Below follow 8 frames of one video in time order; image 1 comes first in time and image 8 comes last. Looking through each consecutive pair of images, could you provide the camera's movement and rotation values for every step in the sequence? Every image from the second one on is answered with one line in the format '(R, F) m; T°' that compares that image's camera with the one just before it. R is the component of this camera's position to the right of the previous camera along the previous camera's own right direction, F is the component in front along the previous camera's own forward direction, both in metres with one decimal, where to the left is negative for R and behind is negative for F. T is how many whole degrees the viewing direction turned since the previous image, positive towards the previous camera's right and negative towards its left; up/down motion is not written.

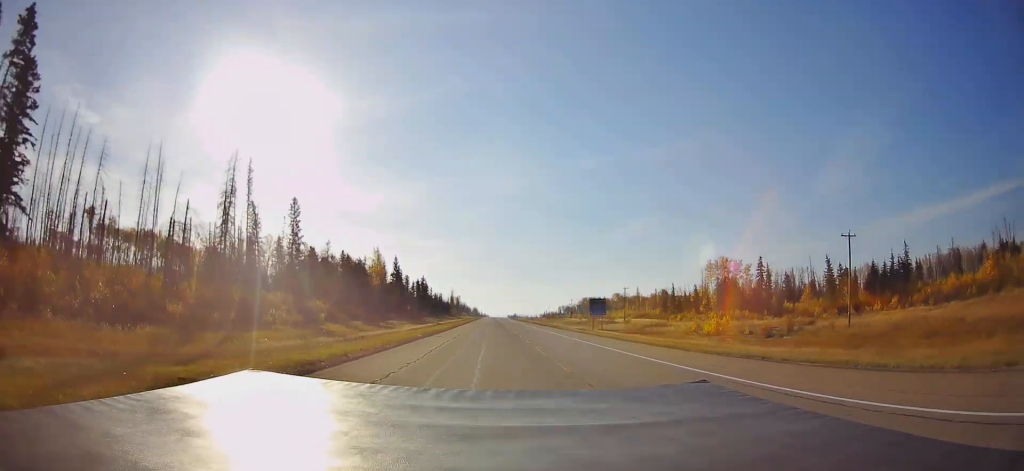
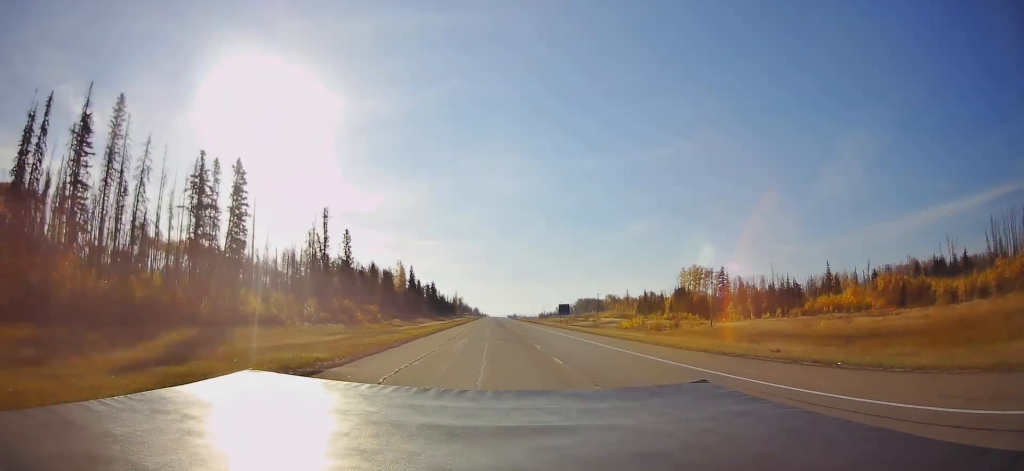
(-0.2, +40.0) m; 0°
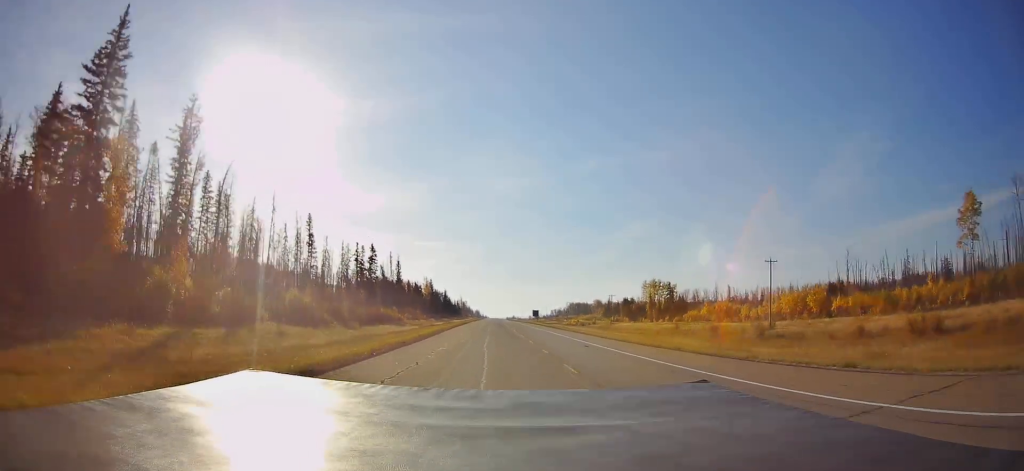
(+0.4, +78.2) m; 0°
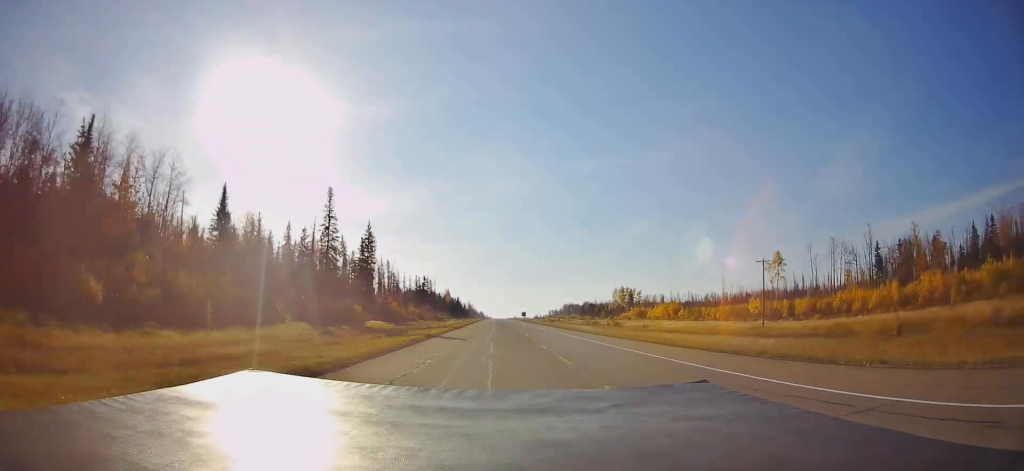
(-0.8, +101.5) m; 0°
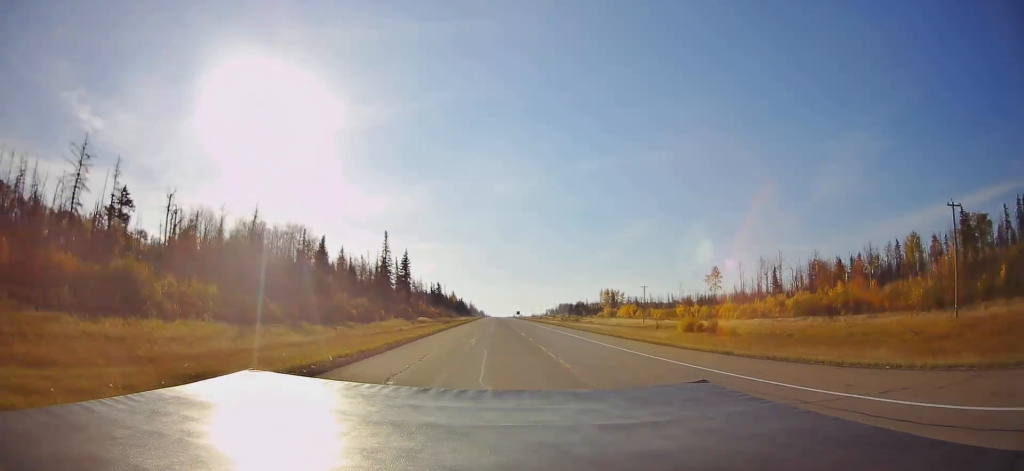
(+0.1, +60.9) m; 0°
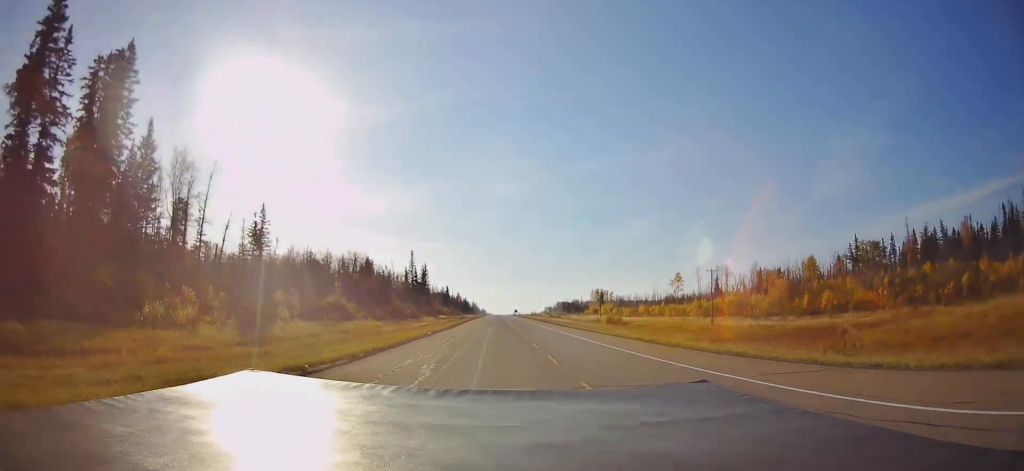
(0.0, +55.9) m; 0°
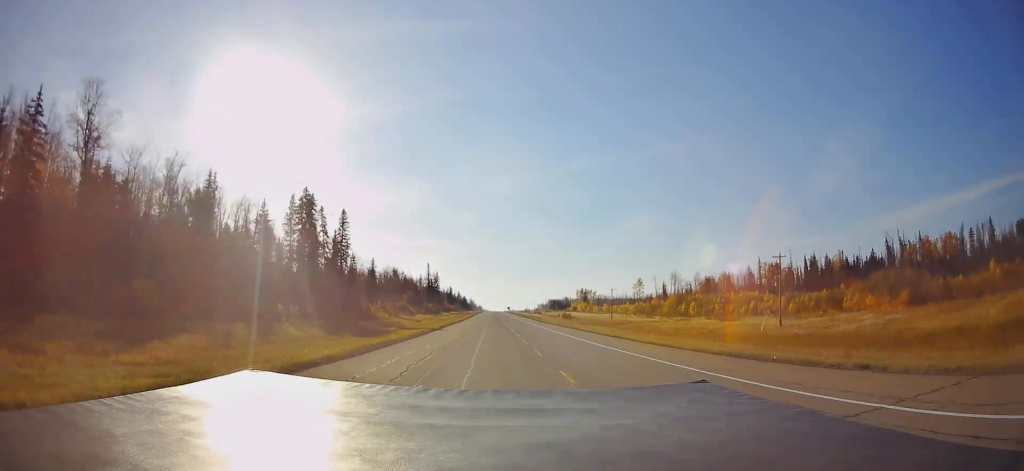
(0.0, +74.4) m; 0°
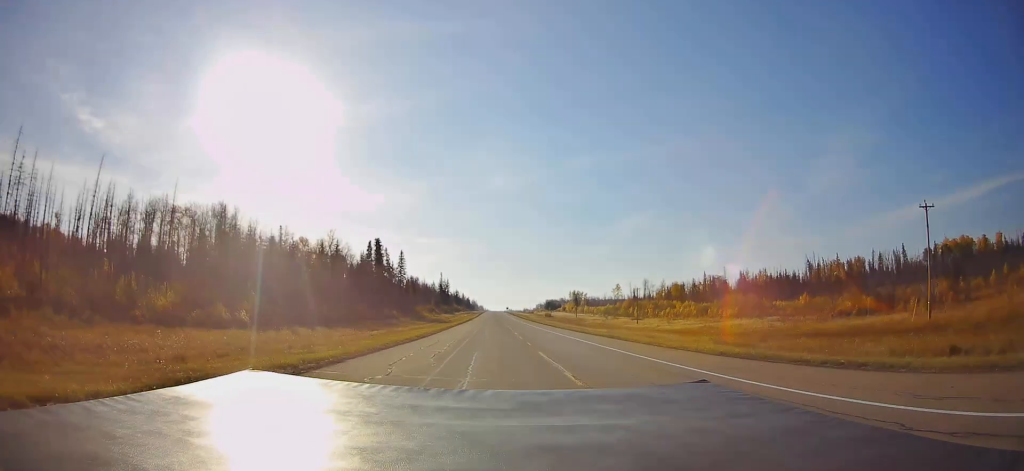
(+0.2, +72.0) m; 0°
